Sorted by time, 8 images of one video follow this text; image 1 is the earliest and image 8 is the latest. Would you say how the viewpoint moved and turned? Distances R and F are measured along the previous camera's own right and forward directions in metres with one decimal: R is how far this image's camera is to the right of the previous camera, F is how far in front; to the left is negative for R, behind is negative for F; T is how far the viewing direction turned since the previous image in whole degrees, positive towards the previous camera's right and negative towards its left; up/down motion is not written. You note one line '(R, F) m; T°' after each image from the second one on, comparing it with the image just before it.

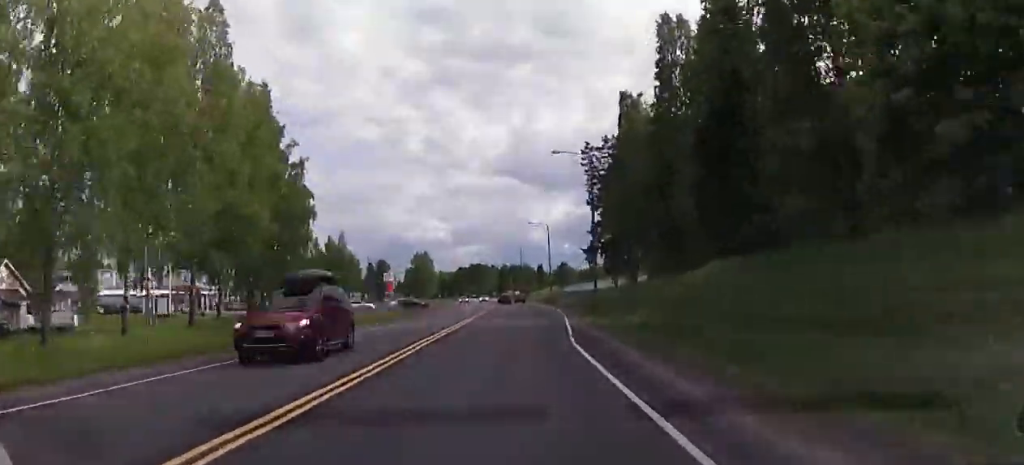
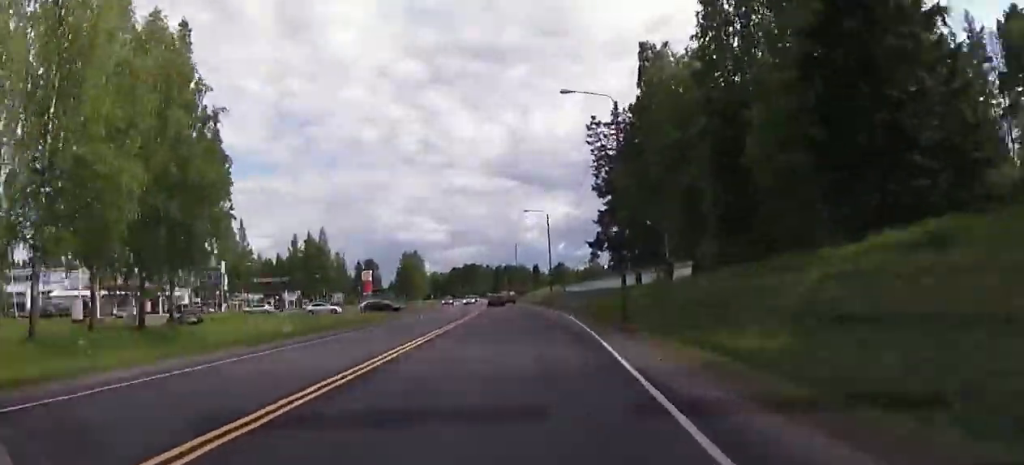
(+0.2, +17.3) m; 0°
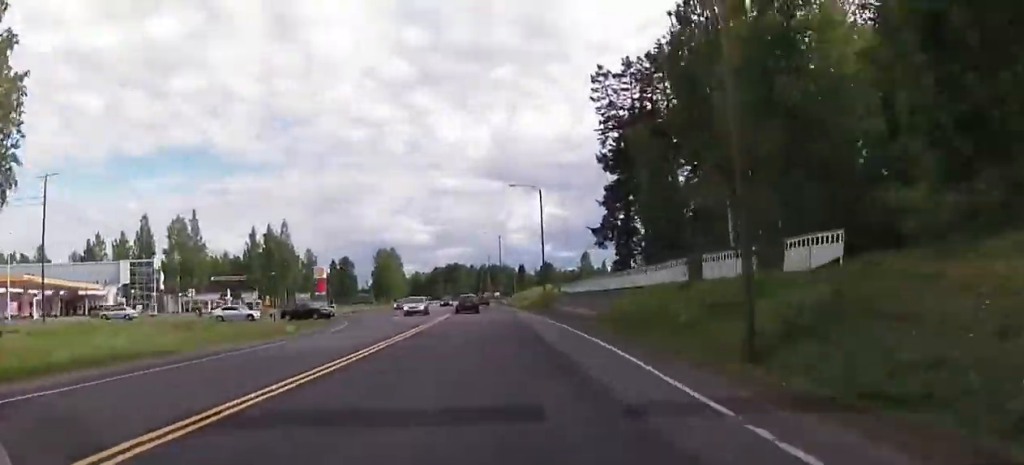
(-0.2, +23.1) m; -1°
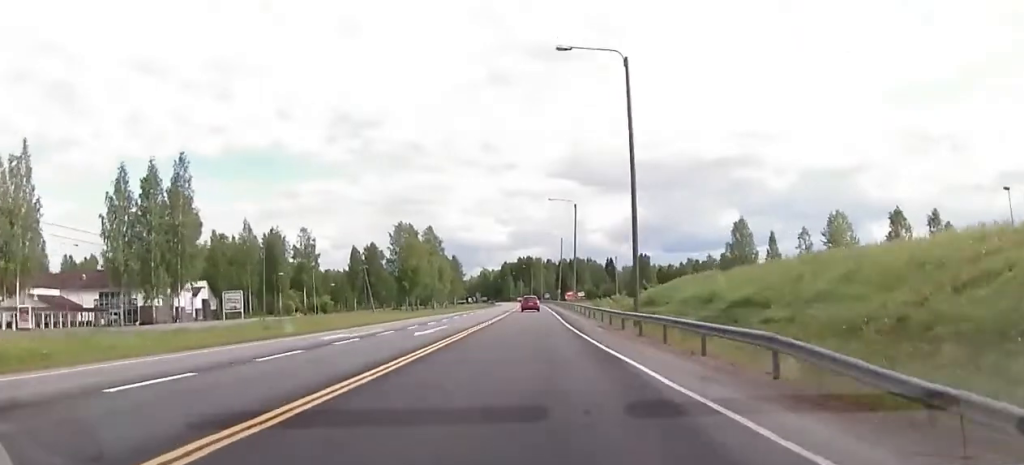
(-3.8, +97.2) m; -5°
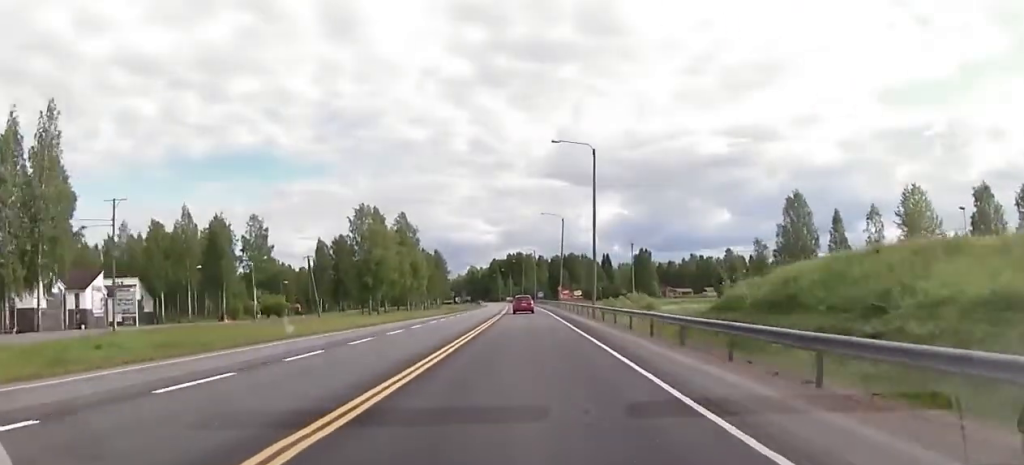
(-0.7, +31.8) m; -1°
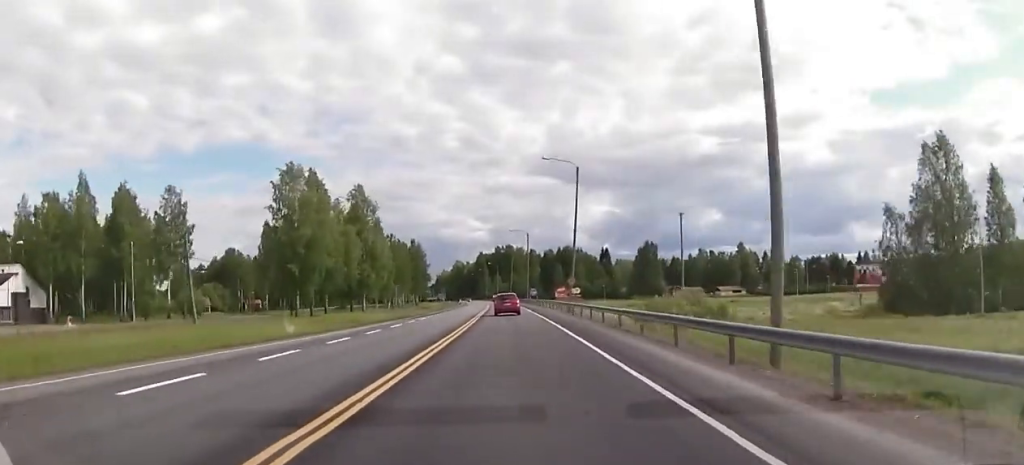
(+0.3, +39.6) m; 0°
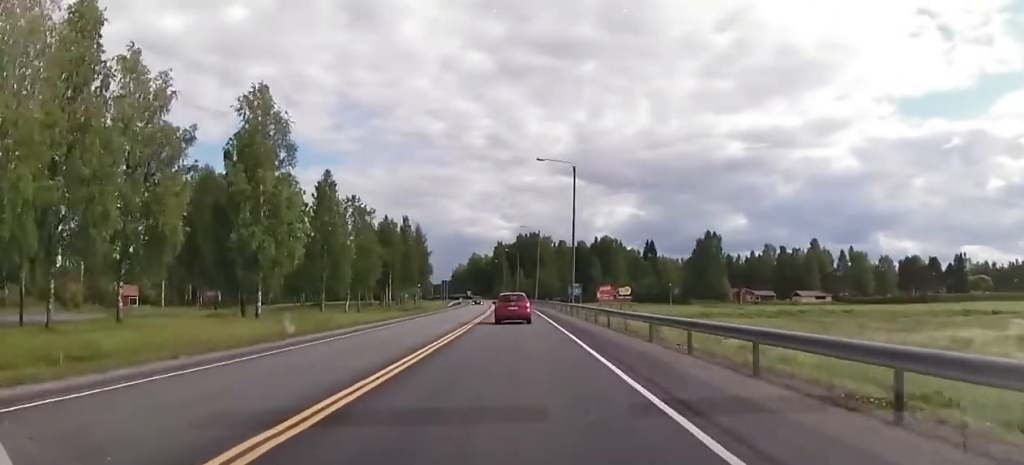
(-1.0, +67.8) m; -2°
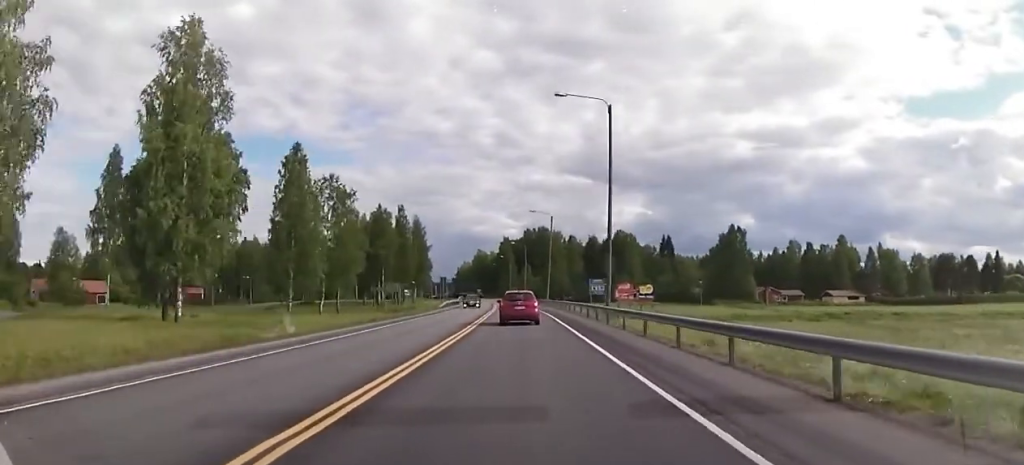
(-0.1, +20.9) m; -1°
